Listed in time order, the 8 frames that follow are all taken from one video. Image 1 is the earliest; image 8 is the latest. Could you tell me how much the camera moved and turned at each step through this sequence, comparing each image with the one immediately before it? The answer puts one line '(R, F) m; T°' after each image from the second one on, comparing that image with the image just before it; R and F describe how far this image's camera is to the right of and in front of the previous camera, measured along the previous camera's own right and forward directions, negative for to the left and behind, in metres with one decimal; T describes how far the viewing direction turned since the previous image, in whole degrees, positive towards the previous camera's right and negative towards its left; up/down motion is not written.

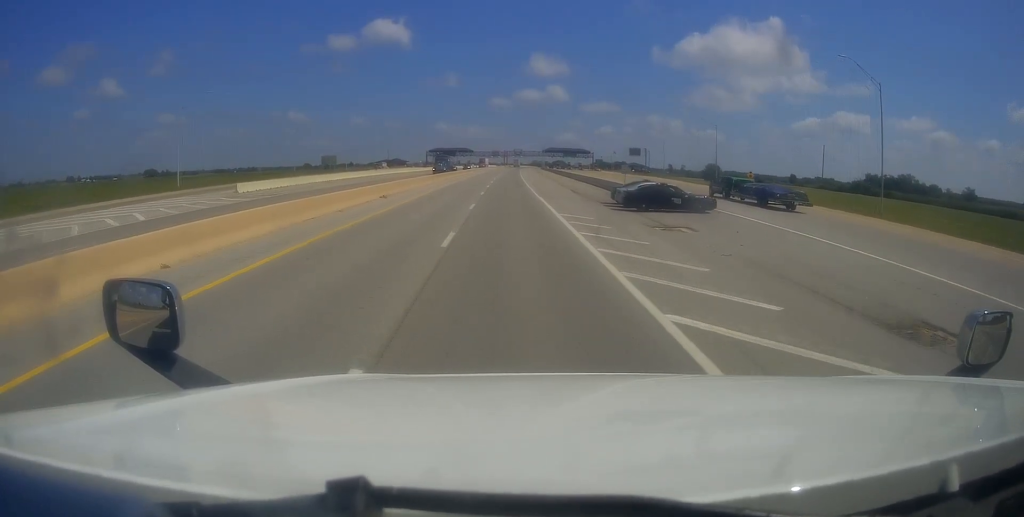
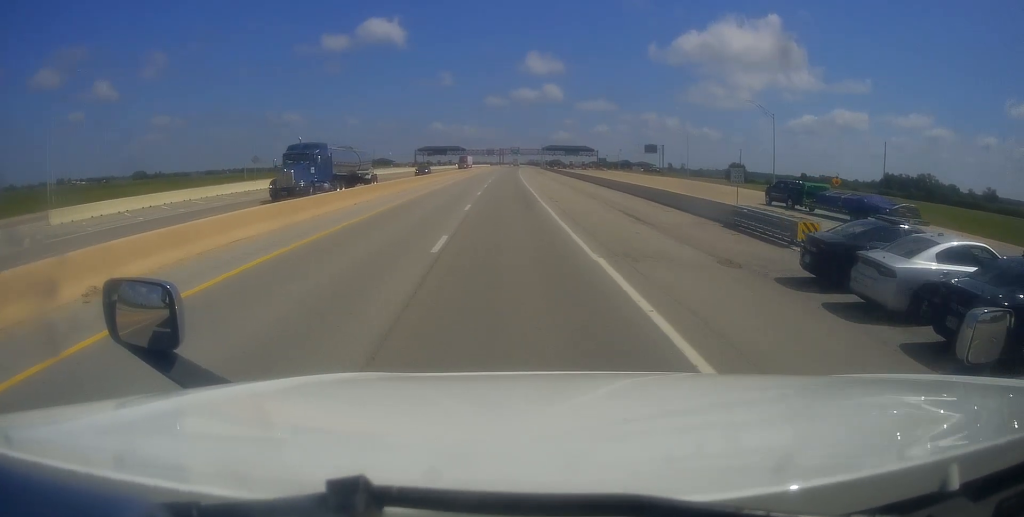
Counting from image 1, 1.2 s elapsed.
(+0.7, +25.3) m; 0°
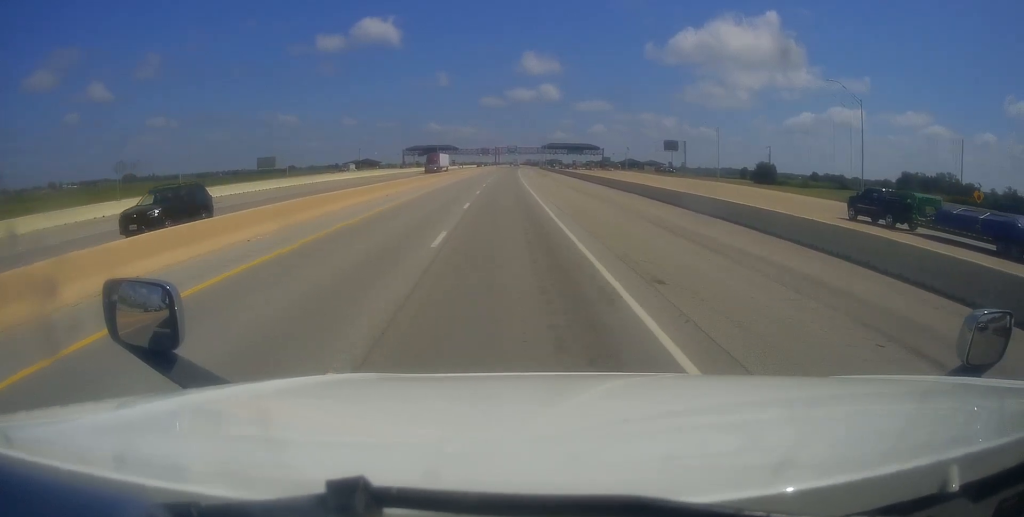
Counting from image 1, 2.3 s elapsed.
(-0.4, +23.2) m; 0°
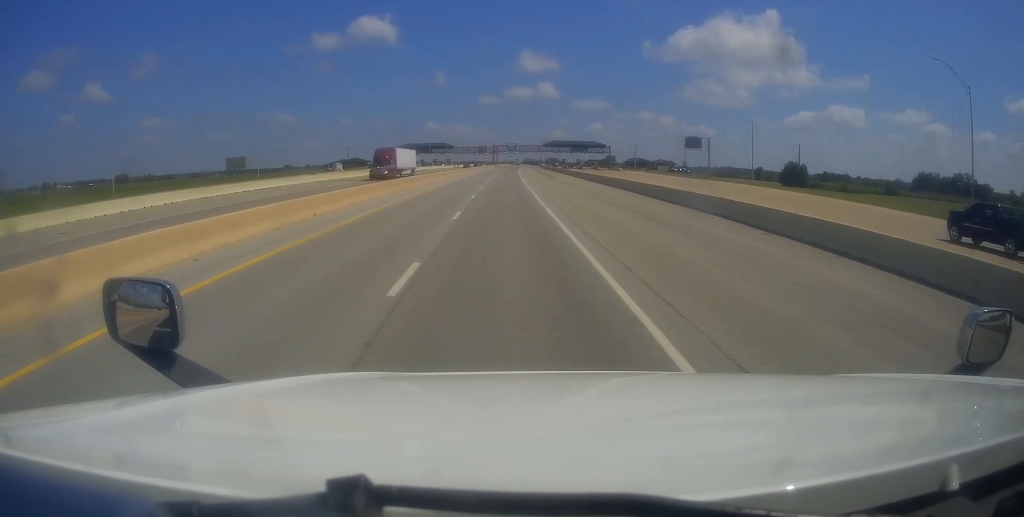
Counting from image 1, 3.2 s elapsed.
(+0.4, +17.7) m; 0°
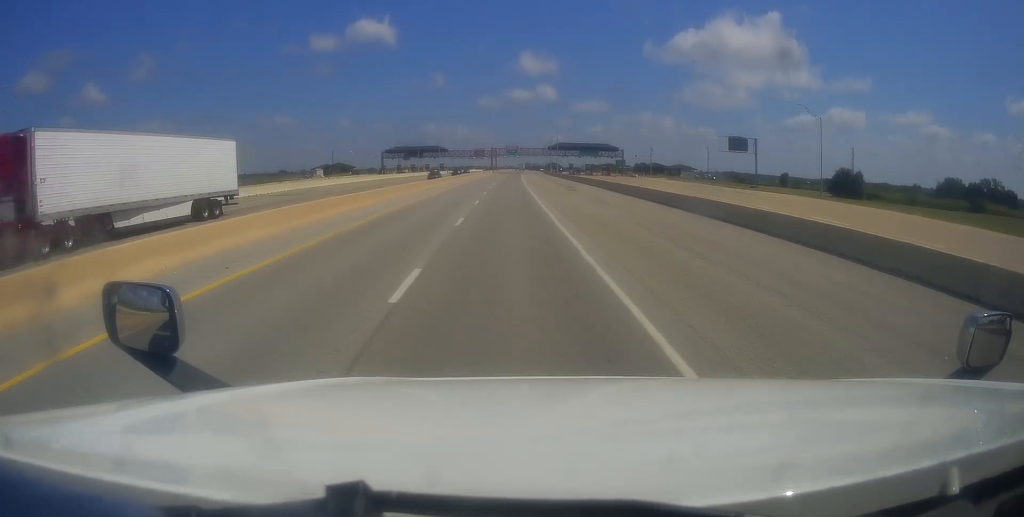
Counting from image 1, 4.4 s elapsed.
(-0.6, +24.3) m; 0°
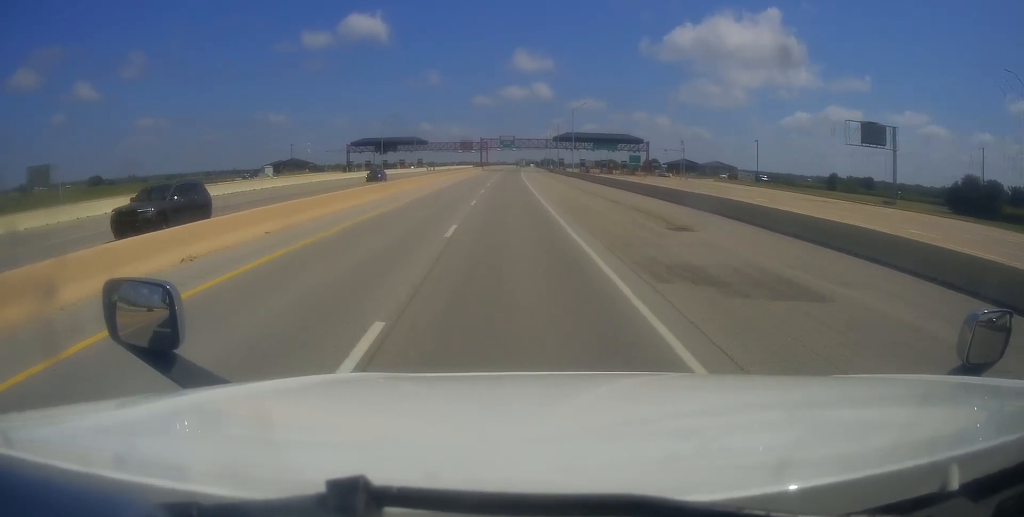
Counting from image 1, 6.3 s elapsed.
(+1.0, +41.0) m; +1°
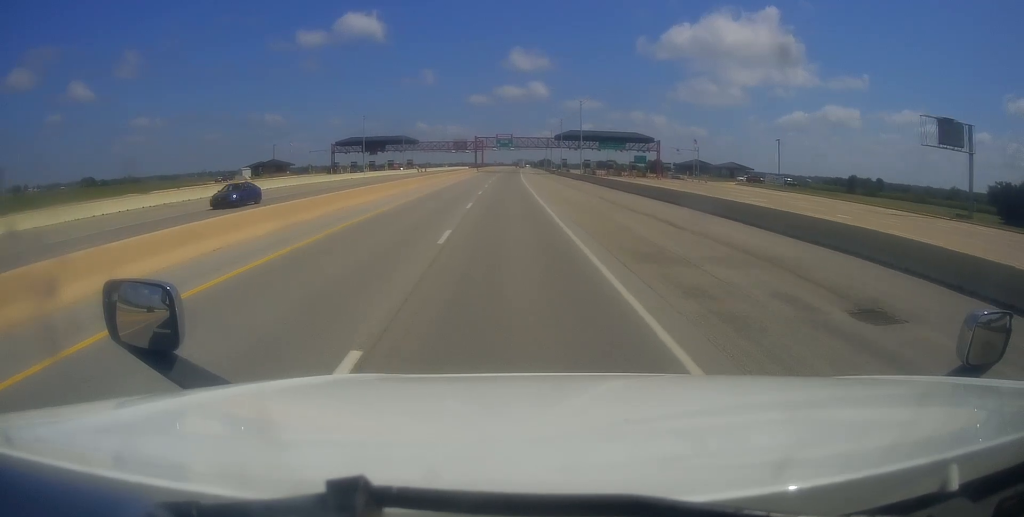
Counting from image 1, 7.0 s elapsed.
(-0.2, +13.2) m; 0°
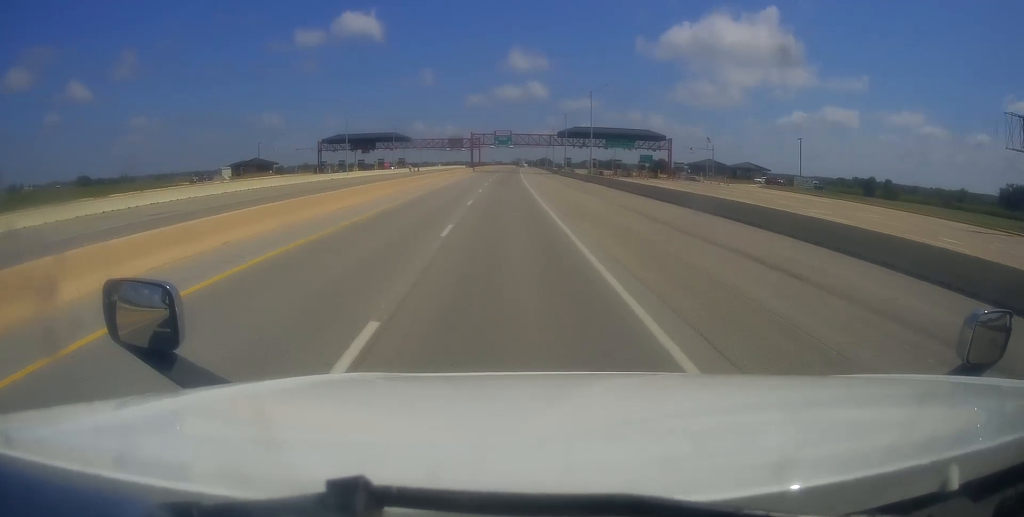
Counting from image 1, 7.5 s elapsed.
(+0.1, +10.9) m; 0°
